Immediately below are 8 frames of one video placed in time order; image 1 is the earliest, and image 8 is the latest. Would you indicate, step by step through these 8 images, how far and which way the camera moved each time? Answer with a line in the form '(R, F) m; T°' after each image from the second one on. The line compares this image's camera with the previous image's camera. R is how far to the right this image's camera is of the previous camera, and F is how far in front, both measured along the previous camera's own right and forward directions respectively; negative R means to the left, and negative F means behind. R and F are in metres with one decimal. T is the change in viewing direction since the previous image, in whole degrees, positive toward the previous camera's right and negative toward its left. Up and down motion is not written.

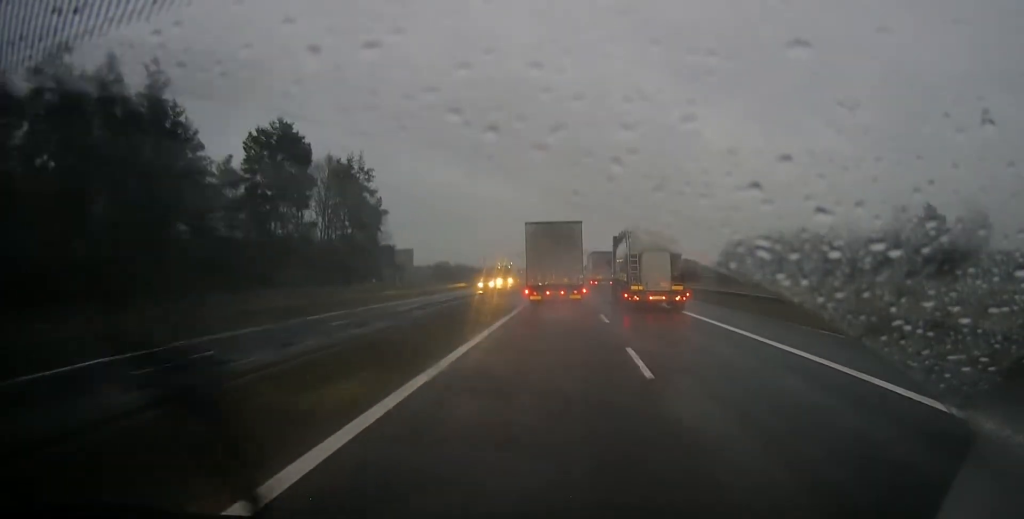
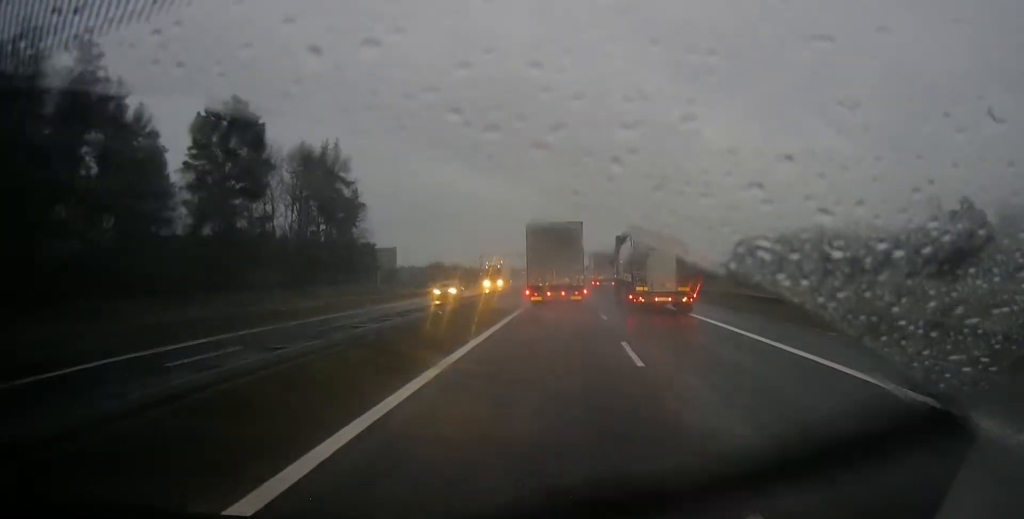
(0.0, +10.8) m; 0°
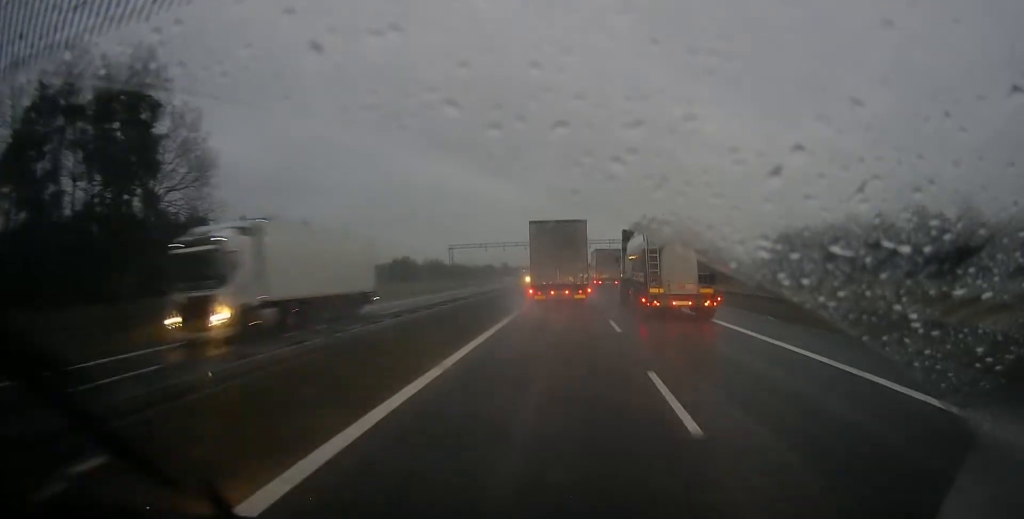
(0.0, +40.7) m; 0°
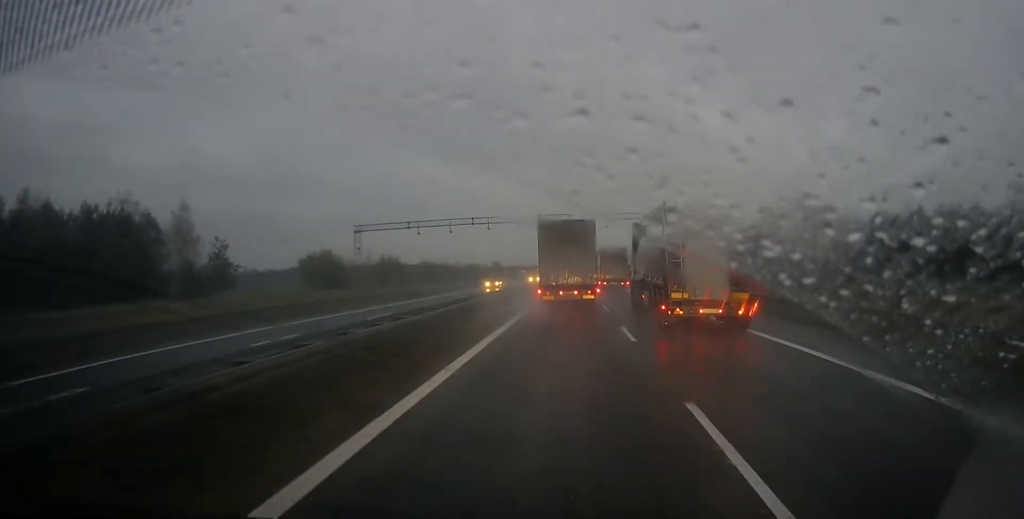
(-0.1, +50.5) m; 0°
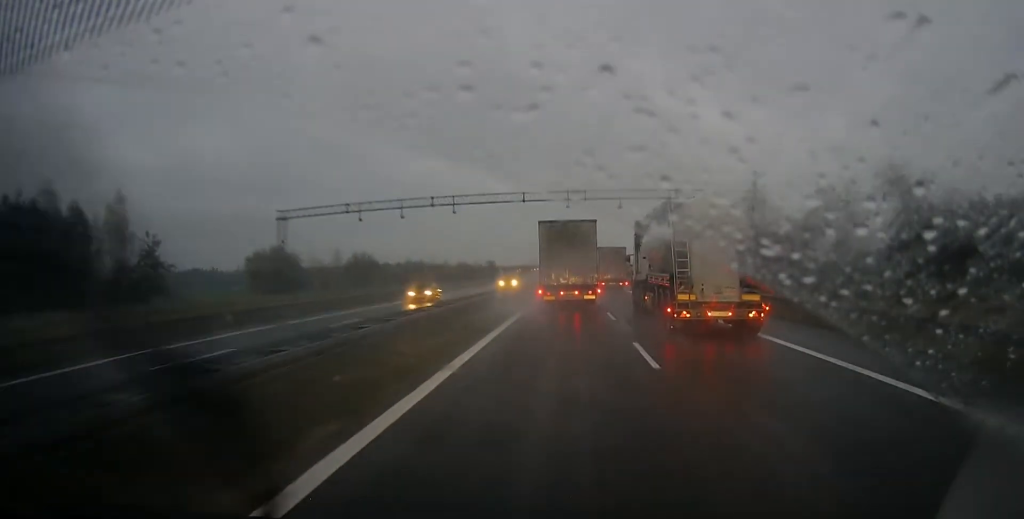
(0.0, +16.5) m; 0°
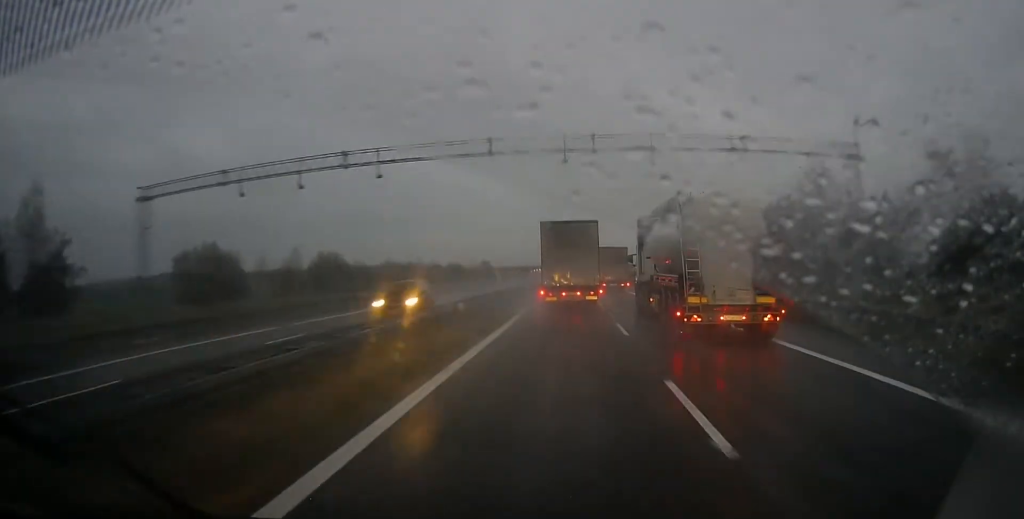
(0.0, +17.4) m; 0°
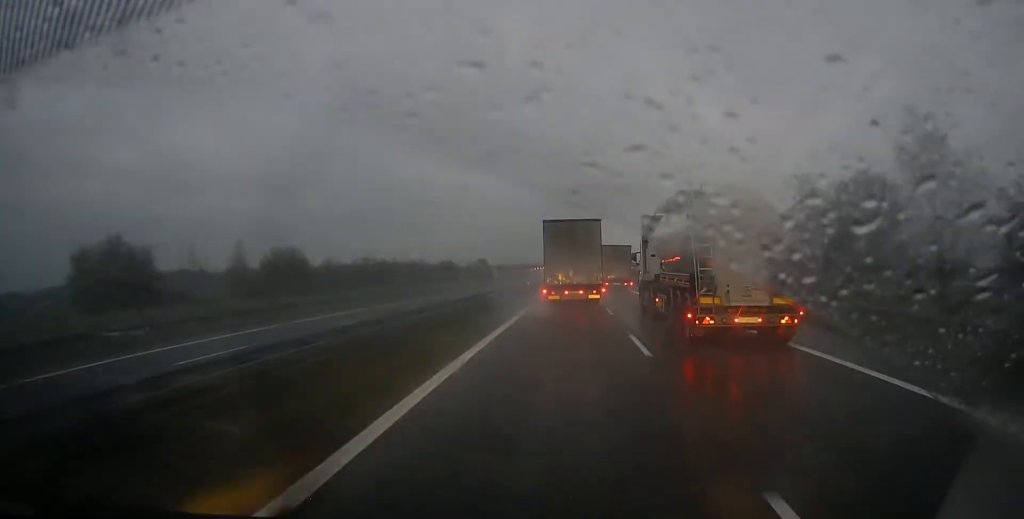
(0.0, +17.4) m; 0°
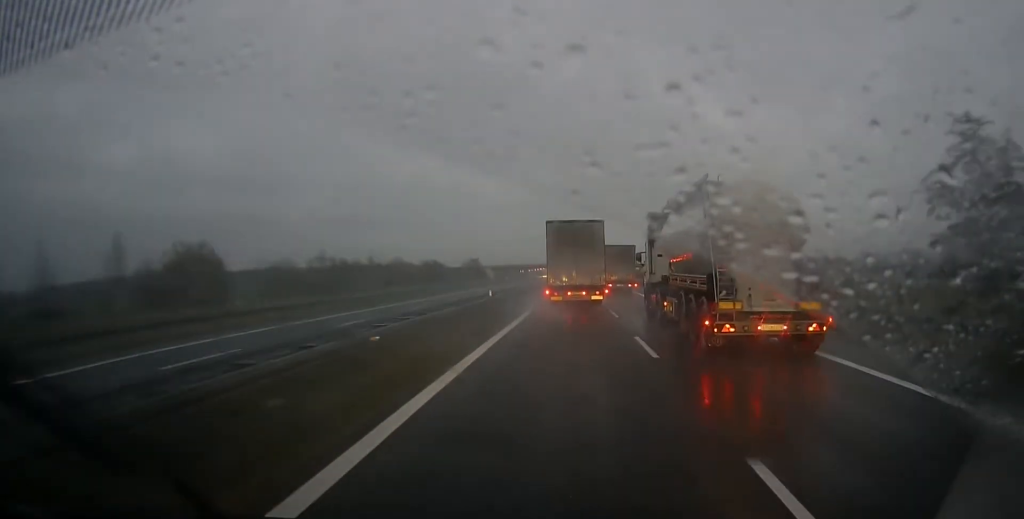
(-0.1, +24.9) m; 0°
